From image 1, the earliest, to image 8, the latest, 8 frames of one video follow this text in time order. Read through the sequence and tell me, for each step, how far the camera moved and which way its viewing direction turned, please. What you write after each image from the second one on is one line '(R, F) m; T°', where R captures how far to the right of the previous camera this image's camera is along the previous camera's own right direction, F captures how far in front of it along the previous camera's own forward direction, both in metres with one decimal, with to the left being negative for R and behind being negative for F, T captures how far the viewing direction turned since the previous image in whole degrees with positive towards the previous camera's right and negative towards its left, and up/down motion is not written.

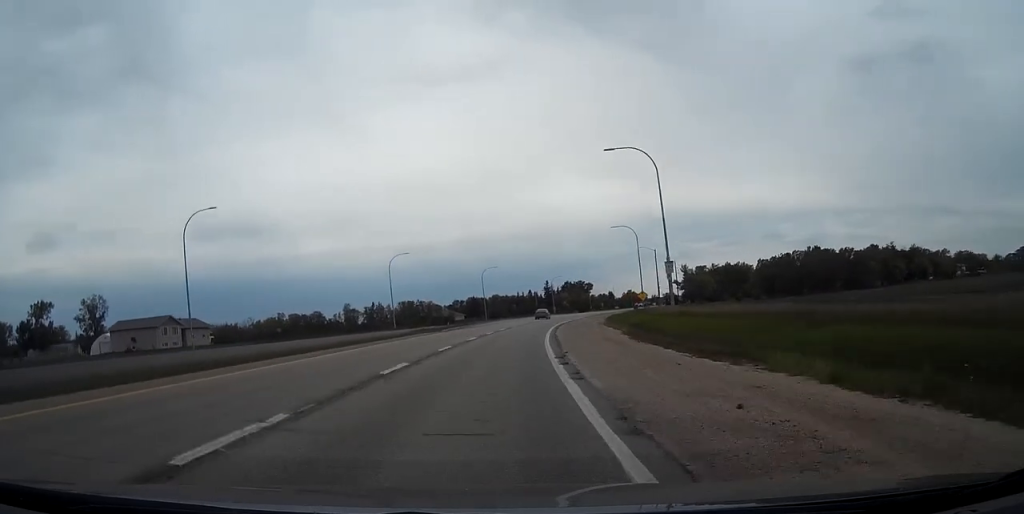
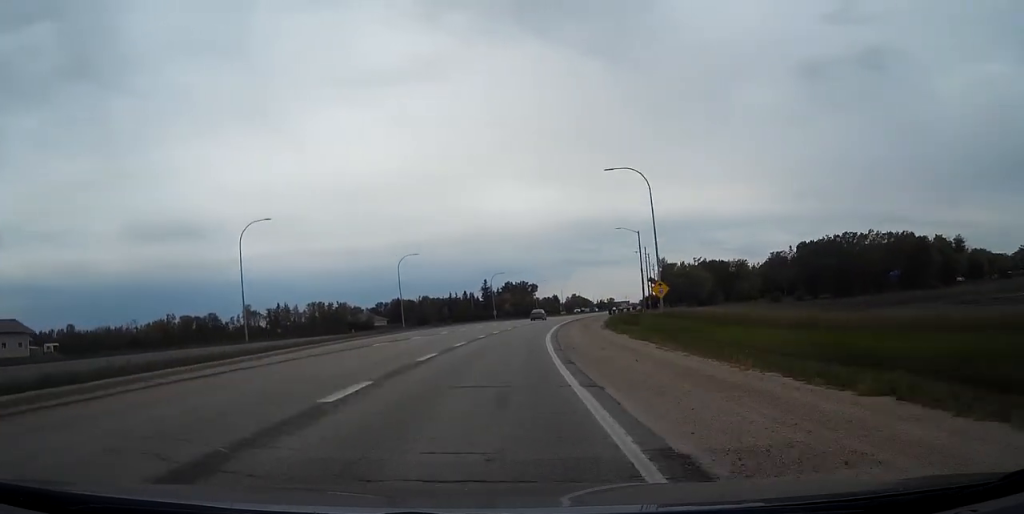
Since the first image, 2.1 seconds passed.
(+3.3, +50.6) m; +7°
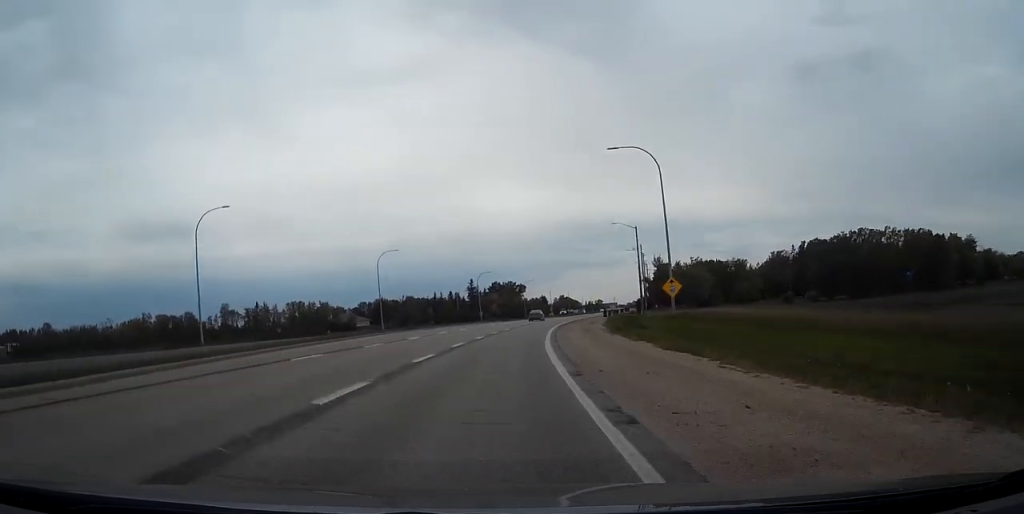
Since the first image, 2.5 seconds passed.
(+0.1, +9.5) m; +1°
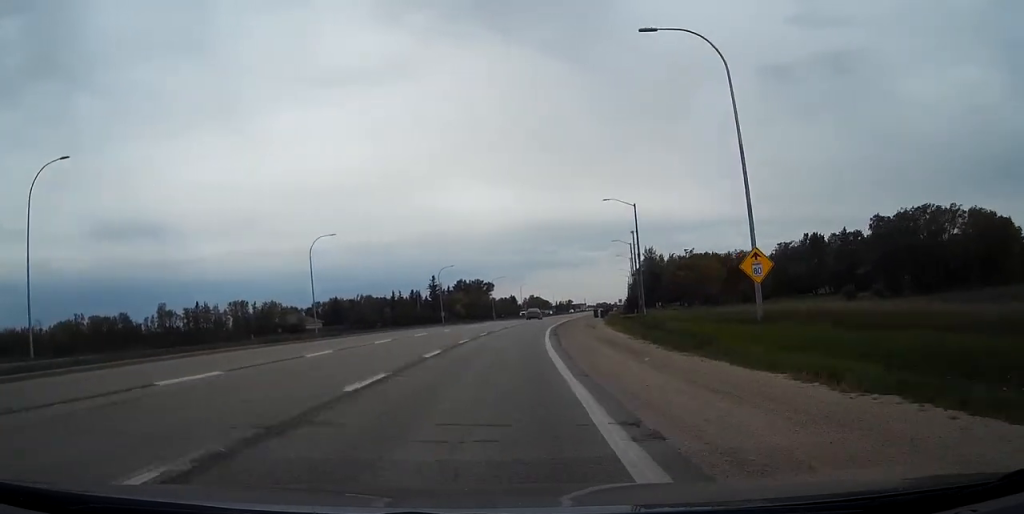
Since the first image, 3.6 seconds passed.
(0.0, +25.7) m; 0°
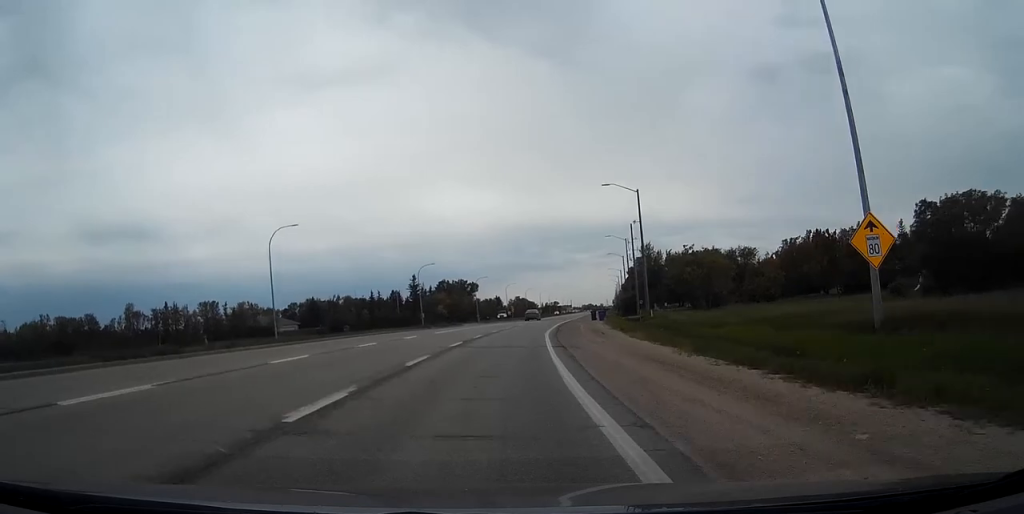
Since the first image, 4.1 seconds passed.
(0.0, +12.3) m; 0°
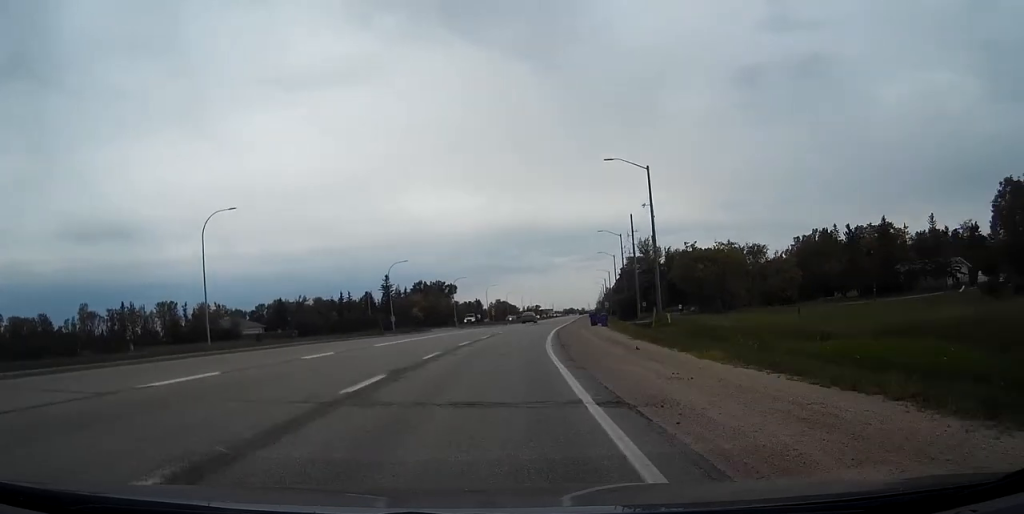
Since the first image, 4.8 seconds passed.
(0.0, +15.9) m; +2°
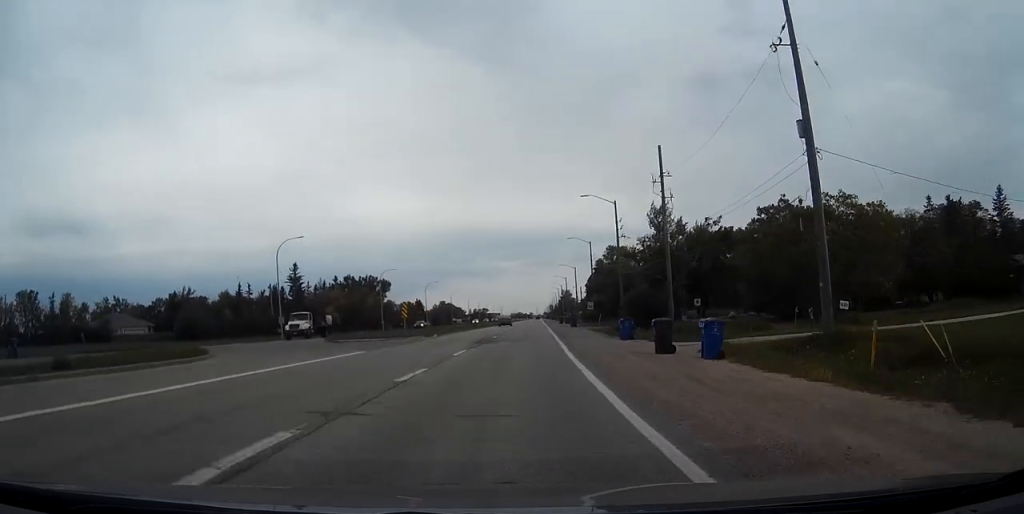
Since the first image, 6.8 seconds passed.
(+2.5, +43.6) m; +6°
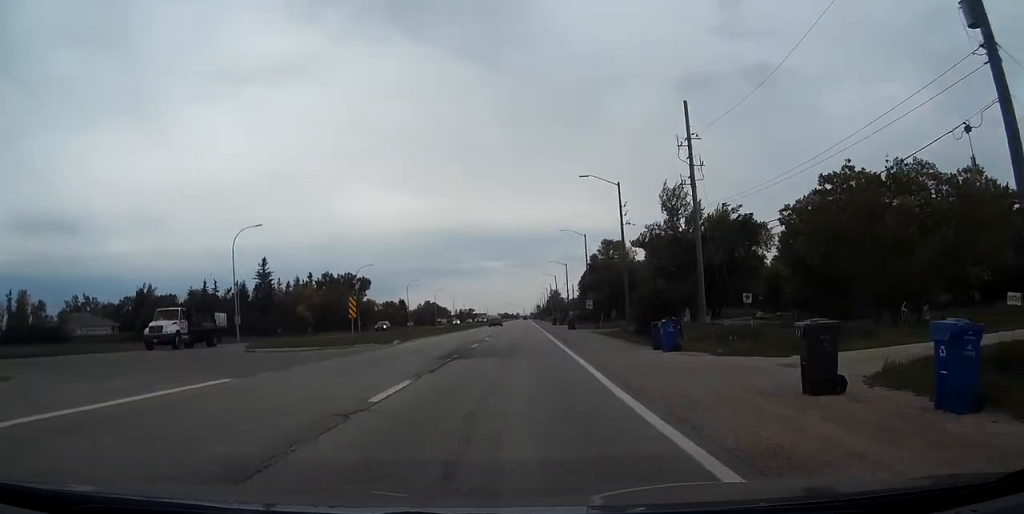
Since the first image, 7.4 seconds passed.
(-0.1, +12.3) m; +1°
